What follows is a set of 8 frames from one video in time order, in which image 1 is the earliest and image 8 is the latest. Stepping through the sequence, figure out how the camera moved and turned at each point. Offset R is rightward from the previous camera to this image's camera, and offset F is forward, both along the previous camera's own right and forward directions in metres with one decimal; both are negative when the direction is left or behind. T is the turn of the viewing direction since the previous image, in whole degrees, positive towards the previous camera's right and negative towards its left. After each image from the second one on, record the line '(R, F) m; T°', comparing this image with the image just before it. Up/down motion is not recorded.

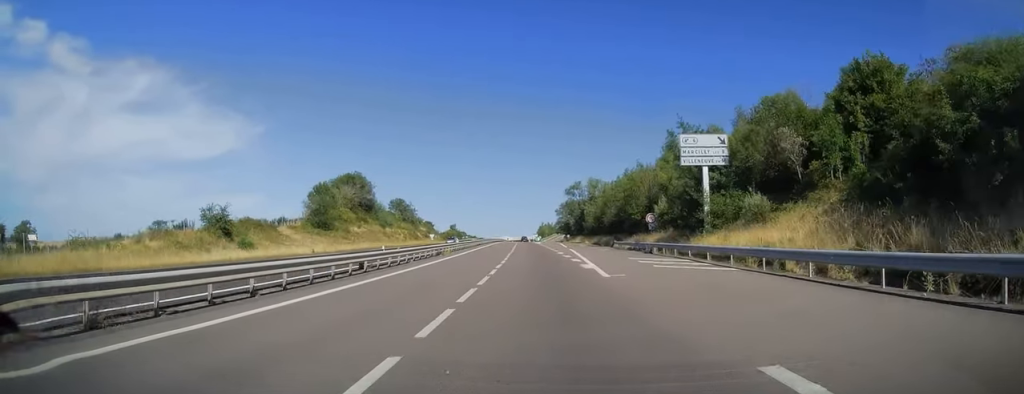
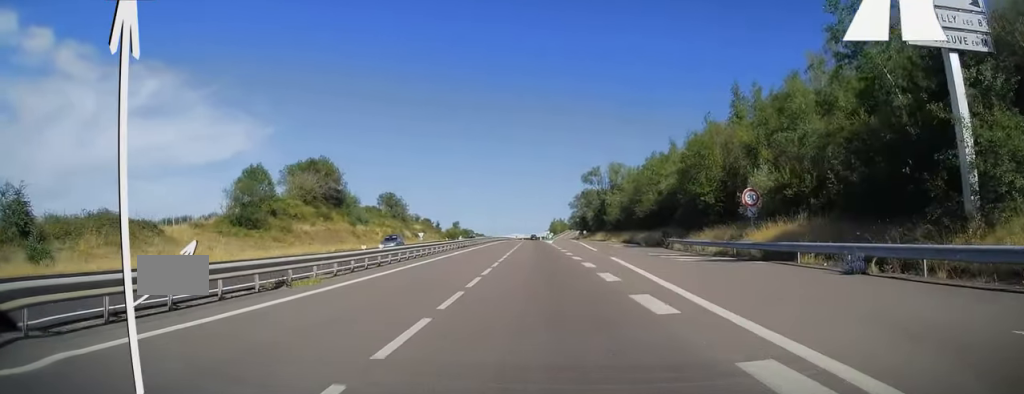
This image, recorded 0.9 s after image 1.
(-0.5, +27.4) m; -1°
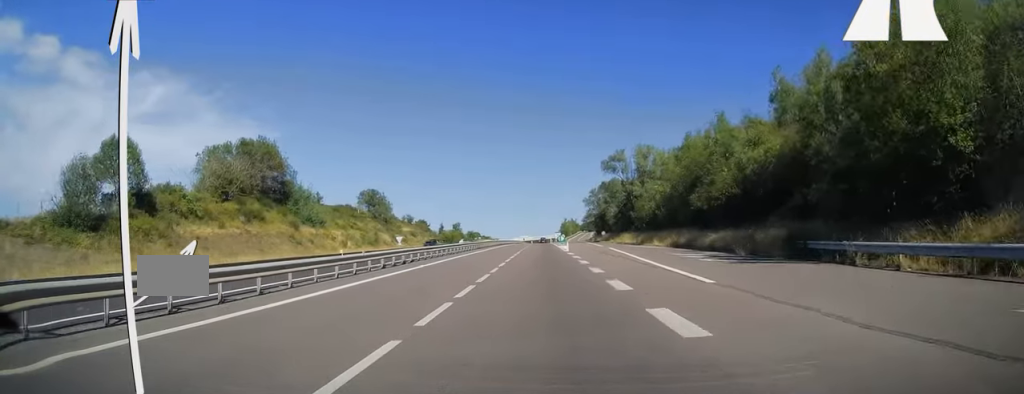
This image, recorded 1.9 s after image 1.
(0.0, +27.9) m; 0°
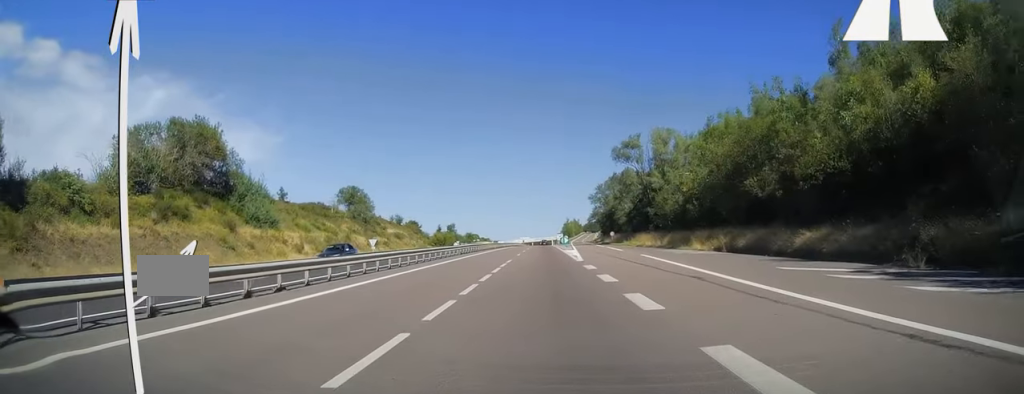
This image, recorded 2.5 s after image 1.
(+0.1, +16.6) m; -1°
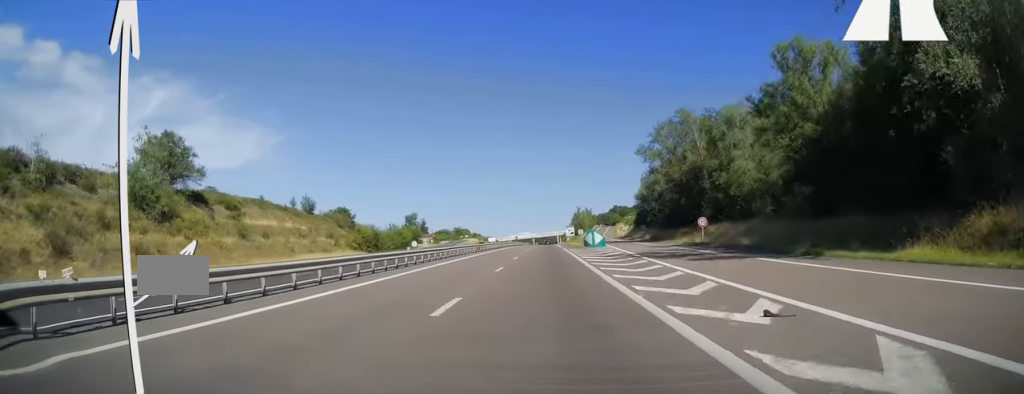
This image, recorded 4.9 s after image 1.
(-0.3, +73.0) m; 0°
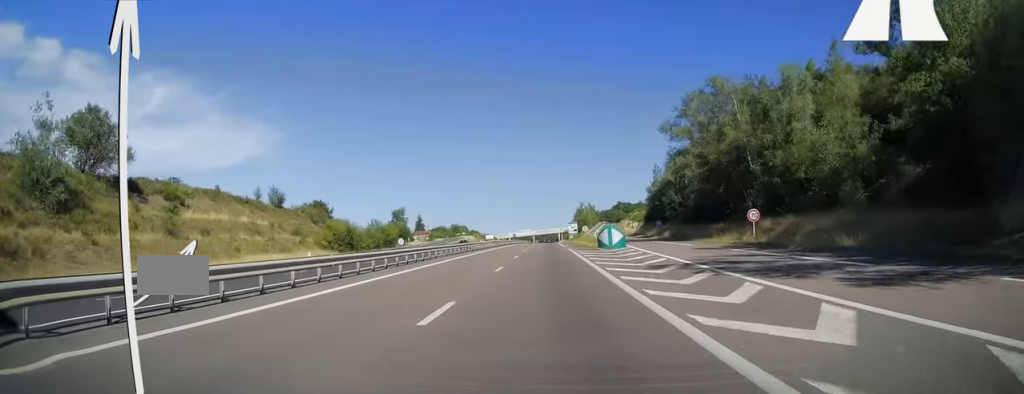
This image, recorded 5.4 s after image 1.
(-0.2, +14.2) m; 0°
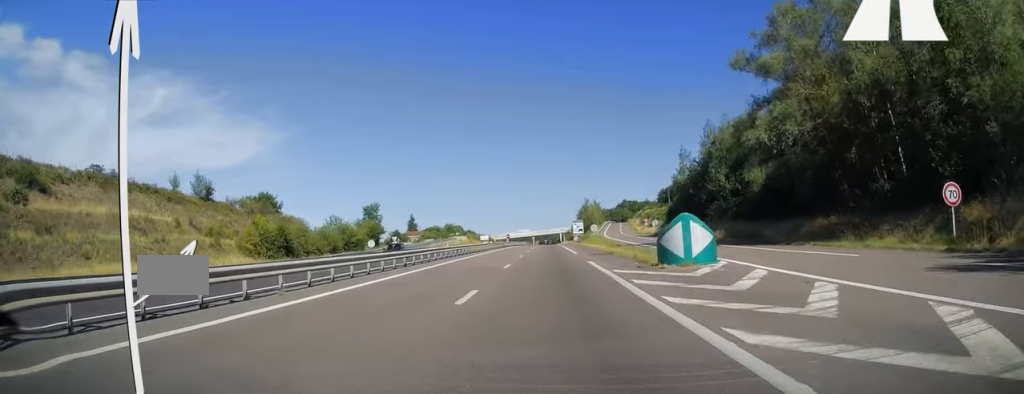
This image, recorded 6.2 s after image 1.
(+0.2, +23.2) m; 0°
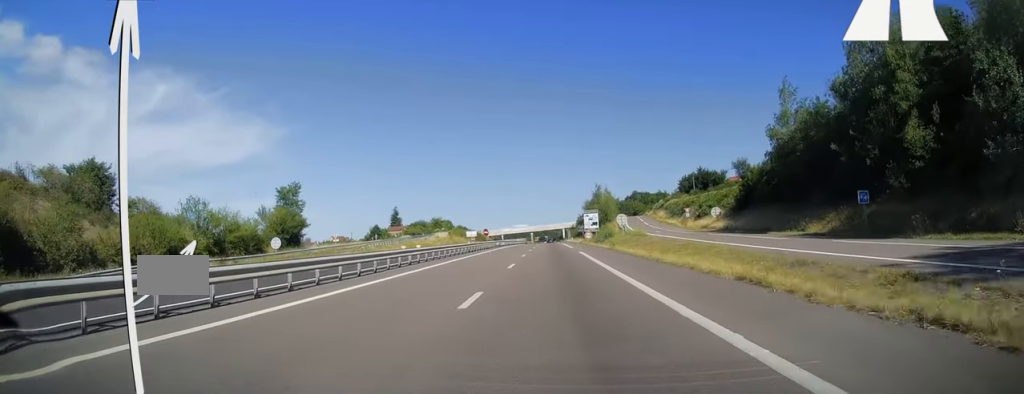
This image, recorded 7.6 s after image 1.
(-0.3, +40.0) m; -1°
